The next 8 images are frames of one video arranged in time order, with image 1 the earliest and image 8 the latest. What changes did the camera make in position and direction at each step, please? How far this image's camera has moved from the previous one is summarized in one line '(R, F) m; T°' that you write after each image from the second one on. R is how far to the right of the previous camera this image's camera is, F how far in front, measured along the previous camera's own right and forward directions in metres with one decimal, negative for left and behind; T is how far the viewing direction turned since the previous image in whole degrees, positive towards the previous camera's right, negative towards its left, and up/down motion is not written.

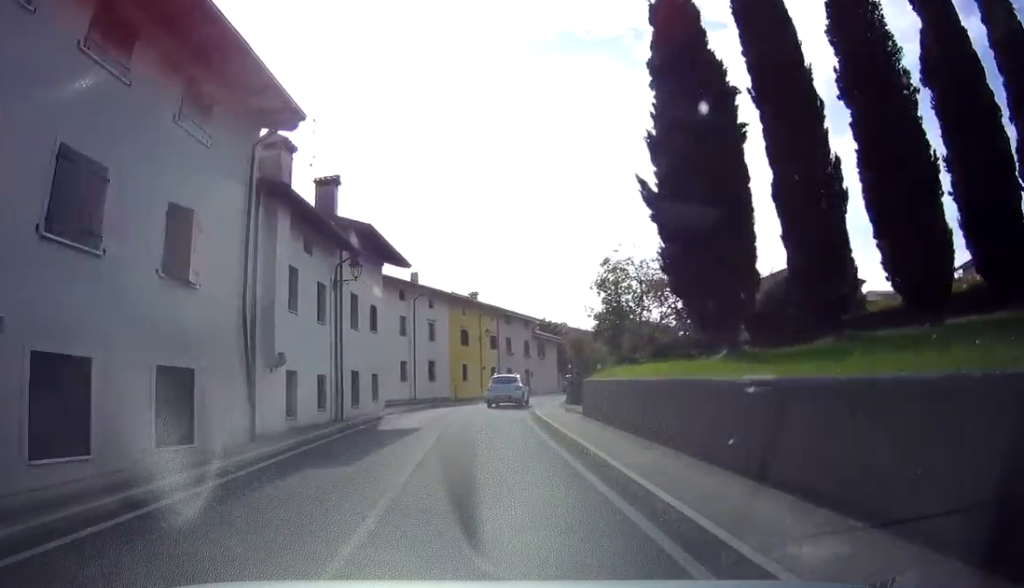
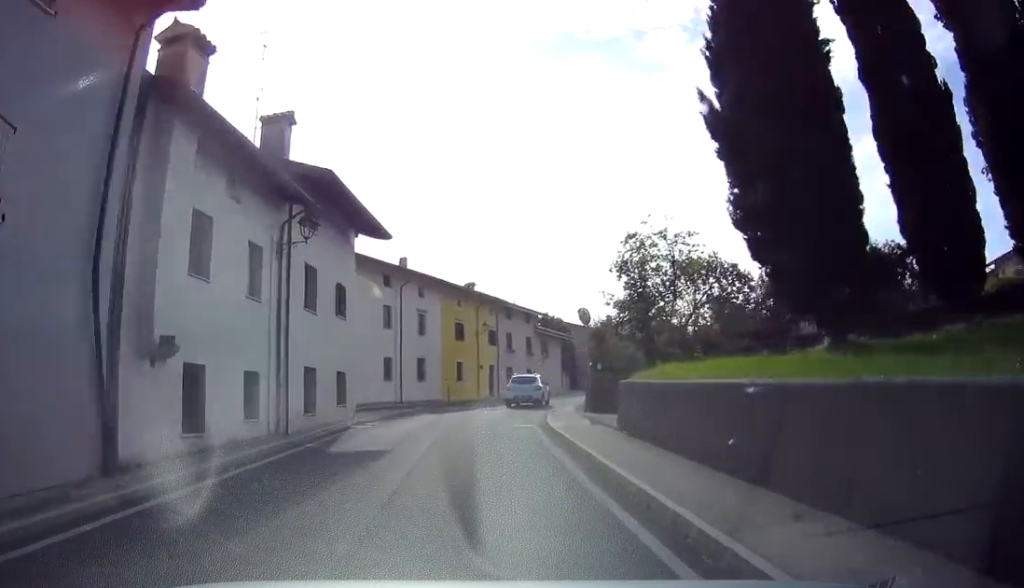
(0.0, +5.3) m; 0°
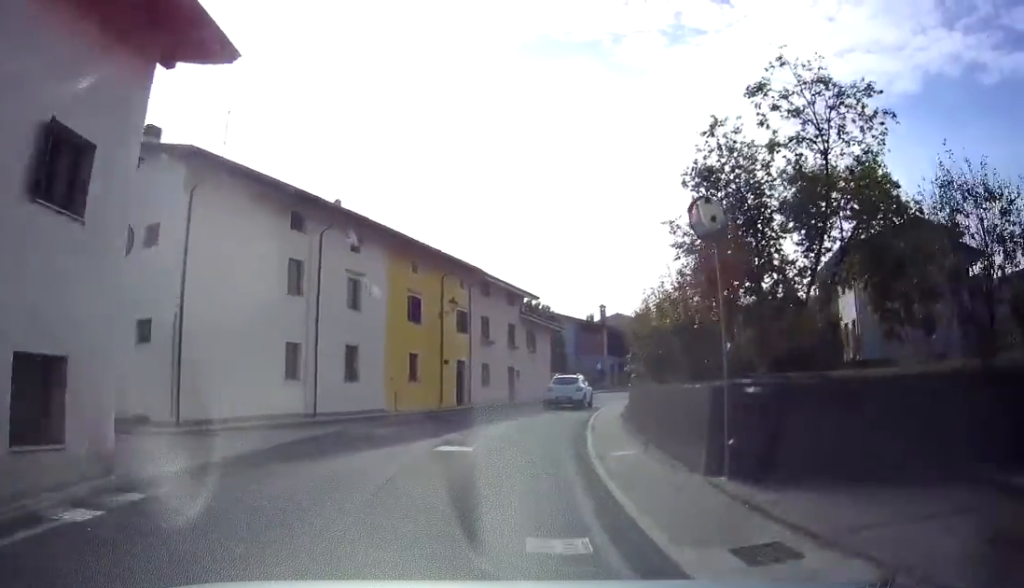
(0.0, +12.7) m; +4°
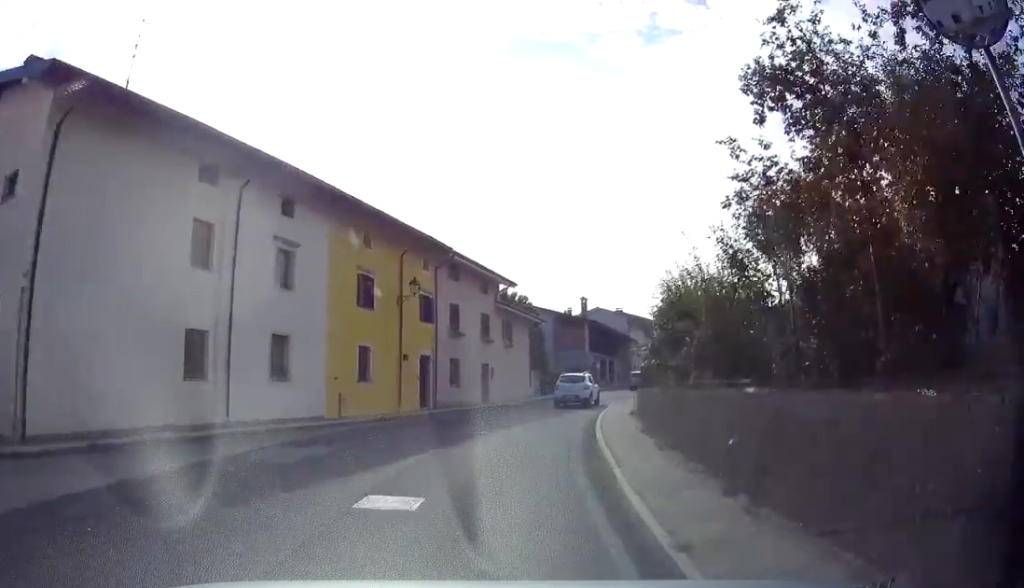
(-0.1, +5.7) m; +3°
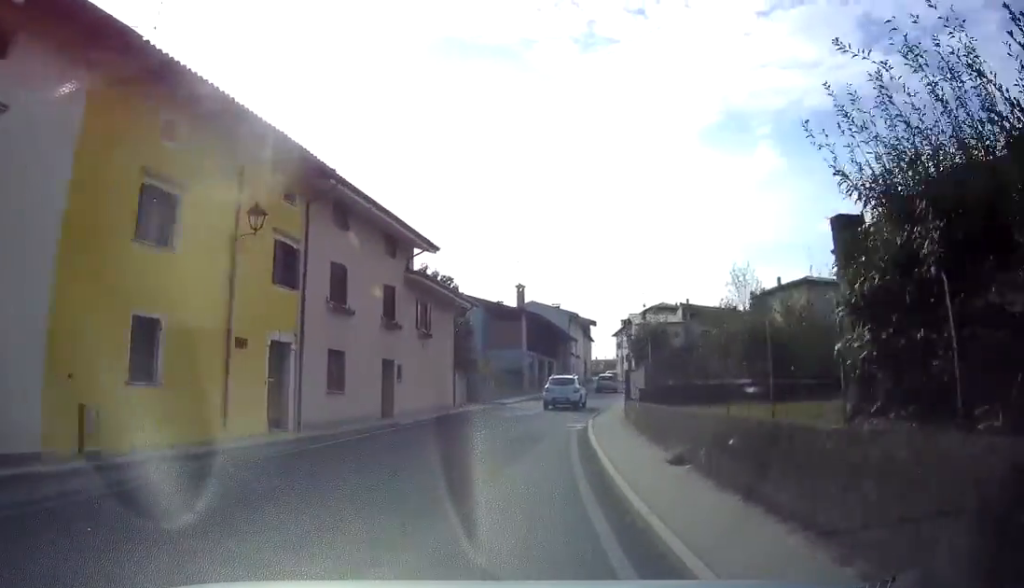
(+0.9, +10.5) m; +5°
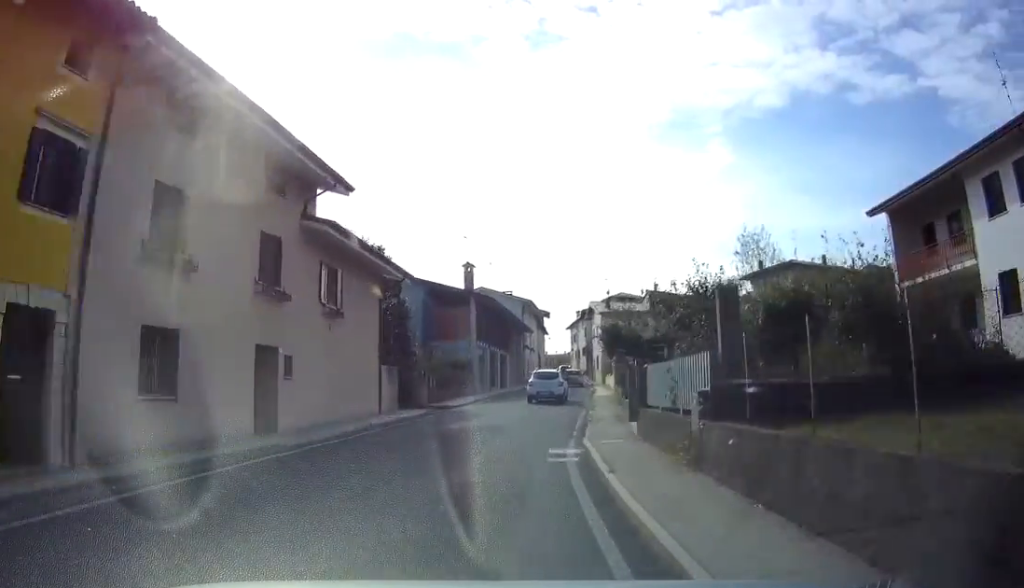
(0.0, +7.7) m; +3°
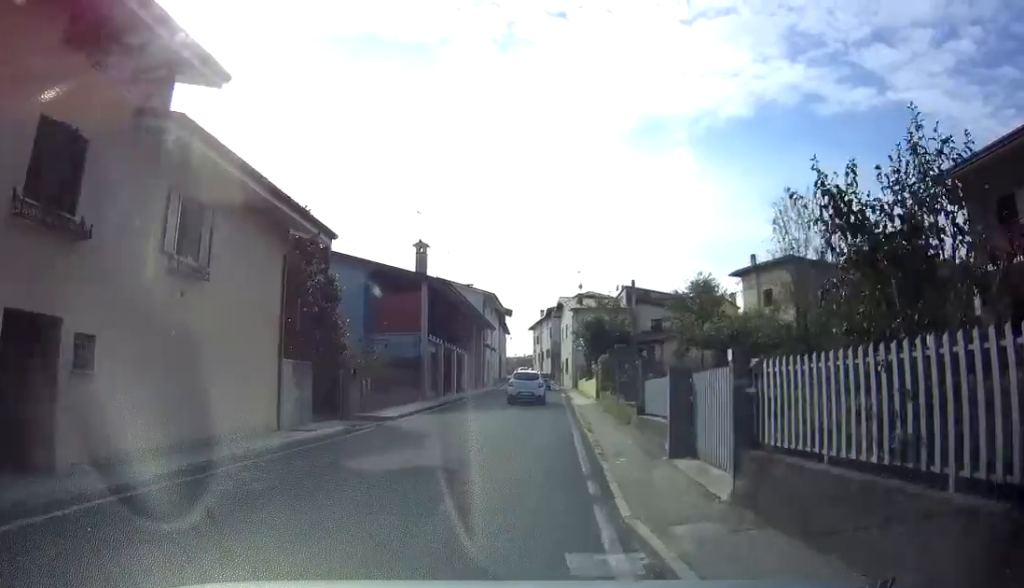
(0.0, +6.9) m; +3°
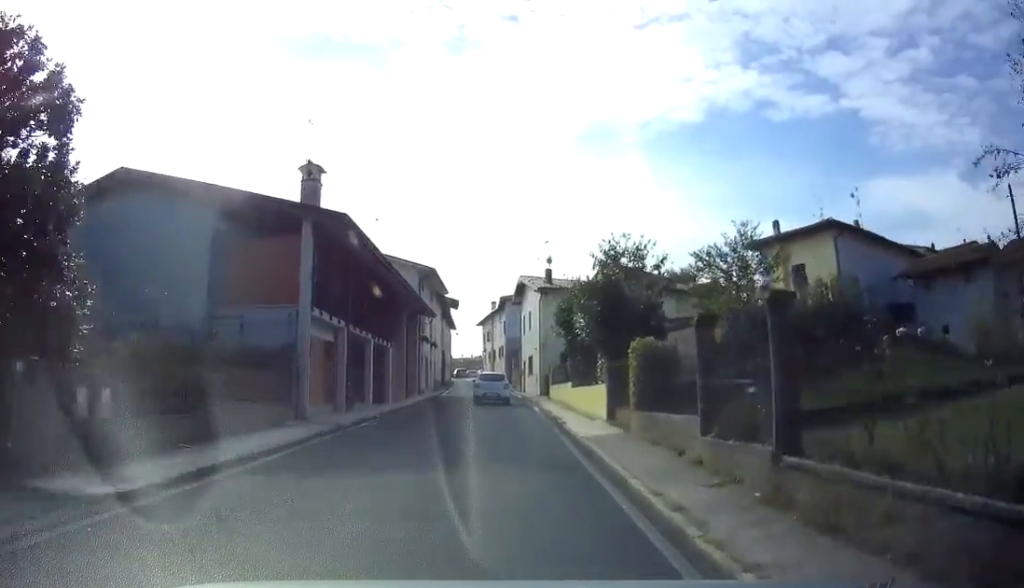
(+0.9, +14.1) m; +5°
